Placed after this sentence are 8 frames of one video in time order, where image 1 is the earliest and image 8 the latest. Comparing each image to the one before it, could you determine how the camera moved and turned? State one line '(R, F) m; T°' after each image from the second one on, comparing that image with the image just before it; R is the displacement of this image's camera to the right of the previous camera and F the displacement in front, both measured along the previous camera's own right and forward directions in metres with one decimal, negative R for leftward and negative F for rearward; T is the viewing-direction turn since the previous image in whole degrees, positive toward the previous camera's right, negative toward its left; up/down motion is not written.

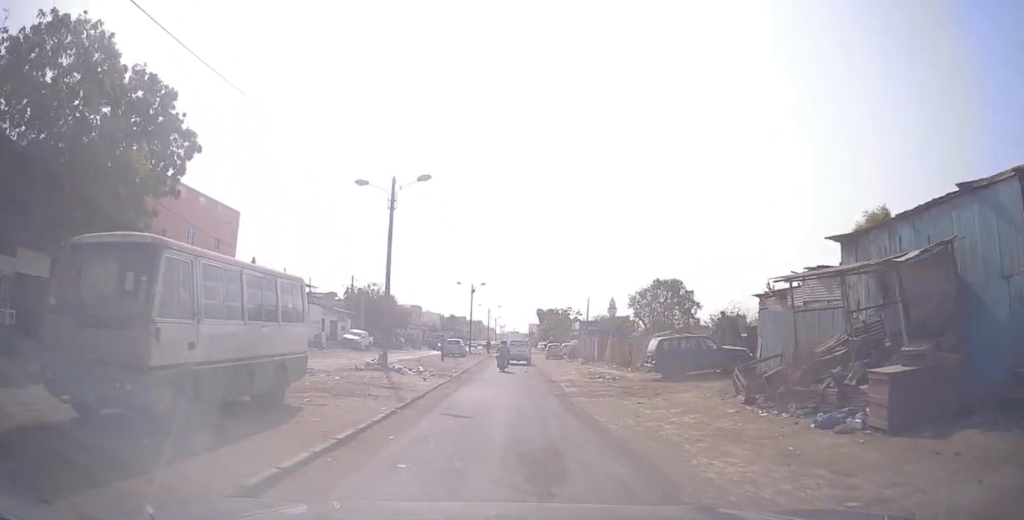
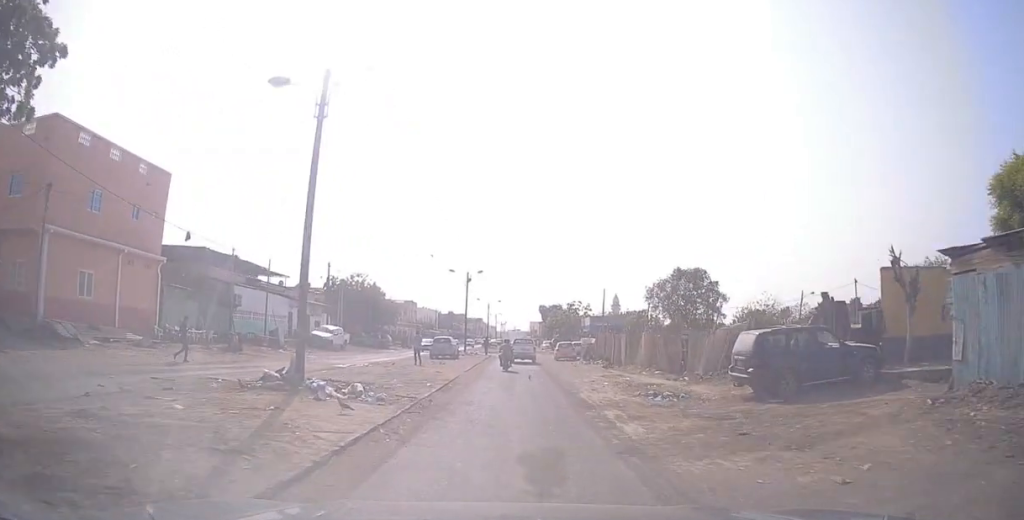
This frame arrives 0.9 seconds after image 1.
(+0.2, +9.9) m; +5°
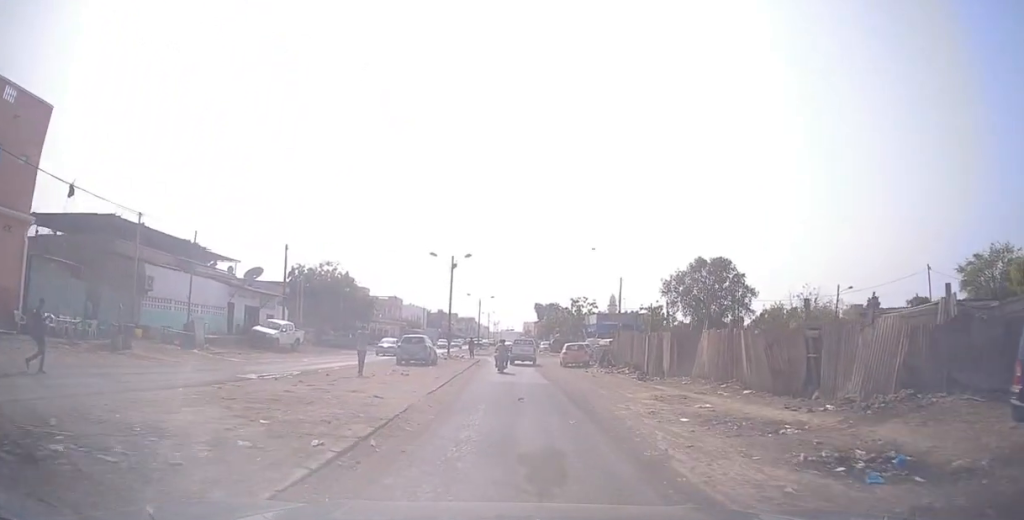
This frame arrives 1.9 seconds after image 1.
(+0.8, +10.5) m; 0°
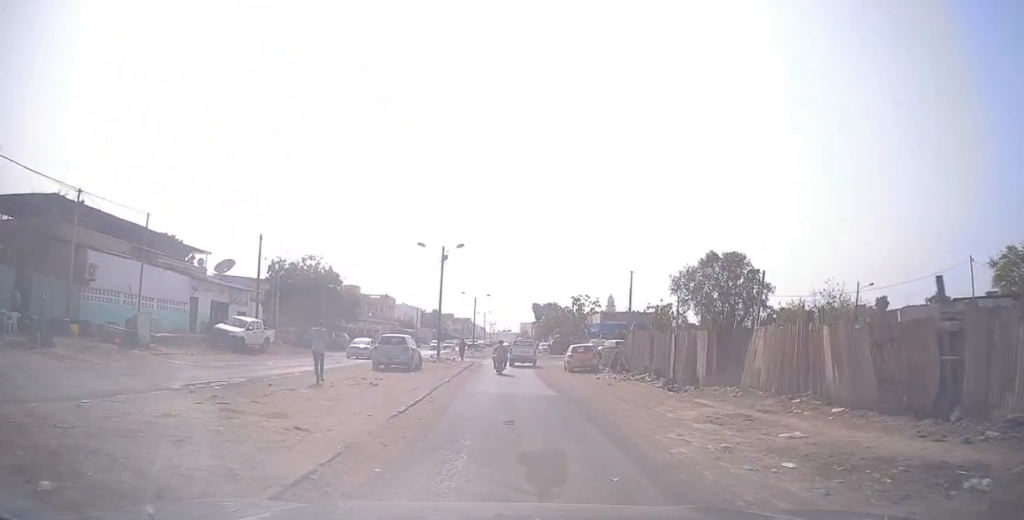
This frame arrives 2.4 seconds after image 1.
(-0.3, +4.9) m; -2°
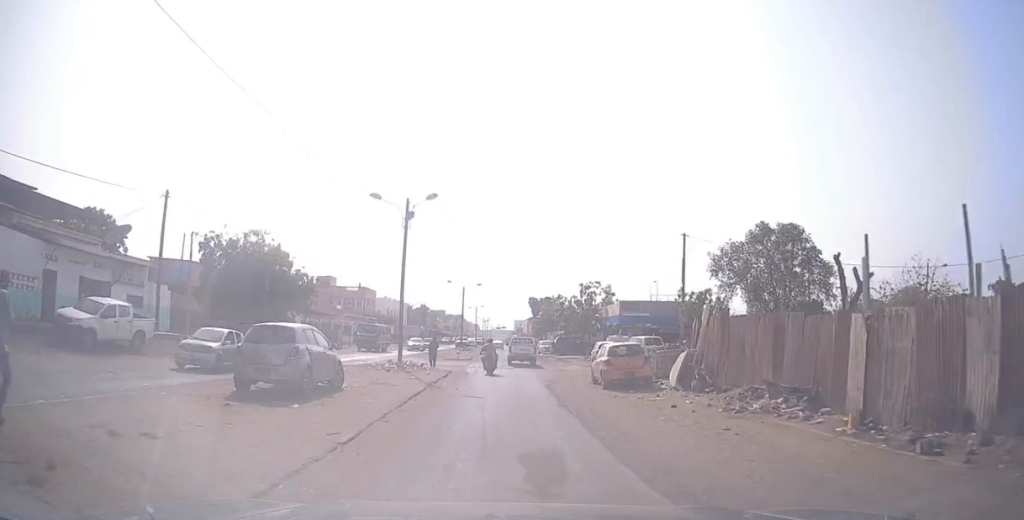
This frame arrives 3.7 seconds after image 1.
(-0.6, +13.1) m; 0°
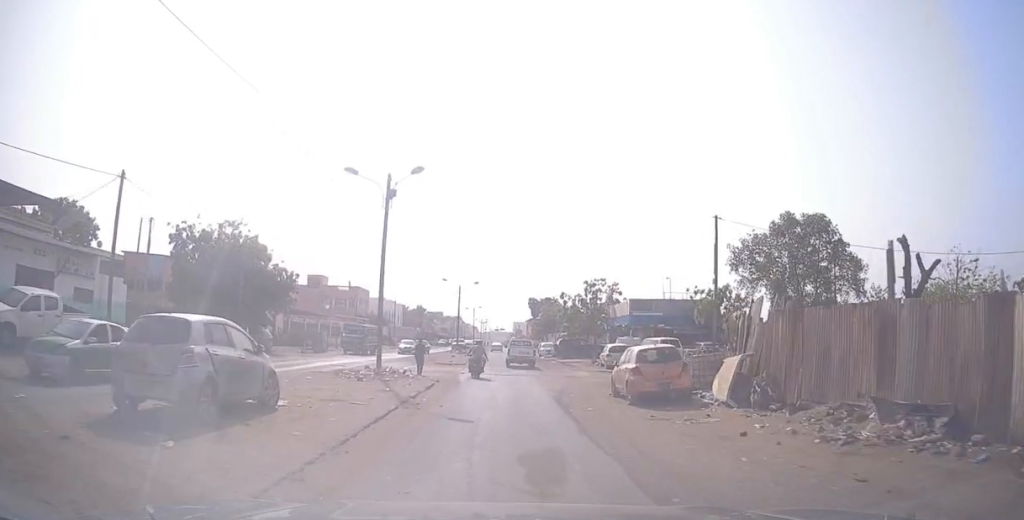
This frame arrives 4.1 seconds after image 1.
(-0.1, +4.4) m; +2°
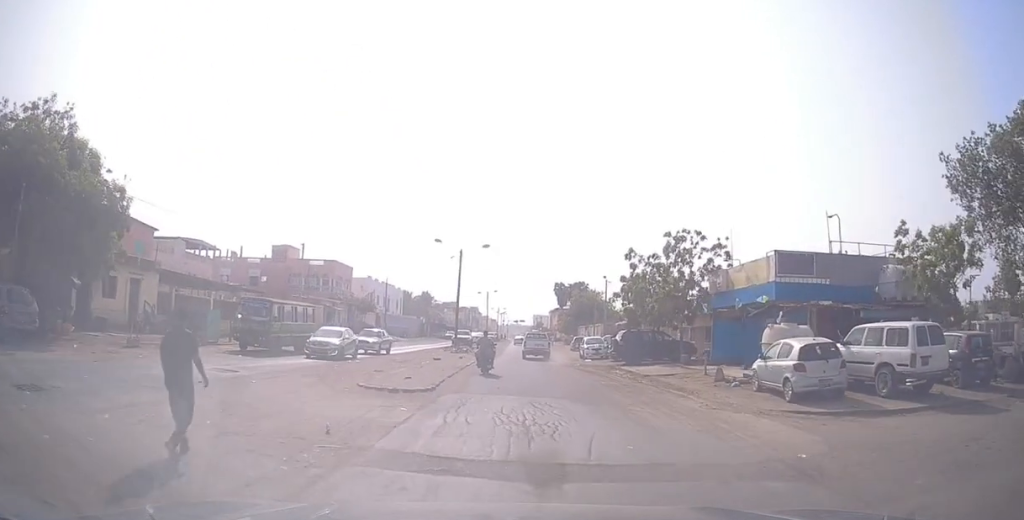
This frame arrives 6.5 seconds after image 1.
(+0.1, +21.5) m; -3°
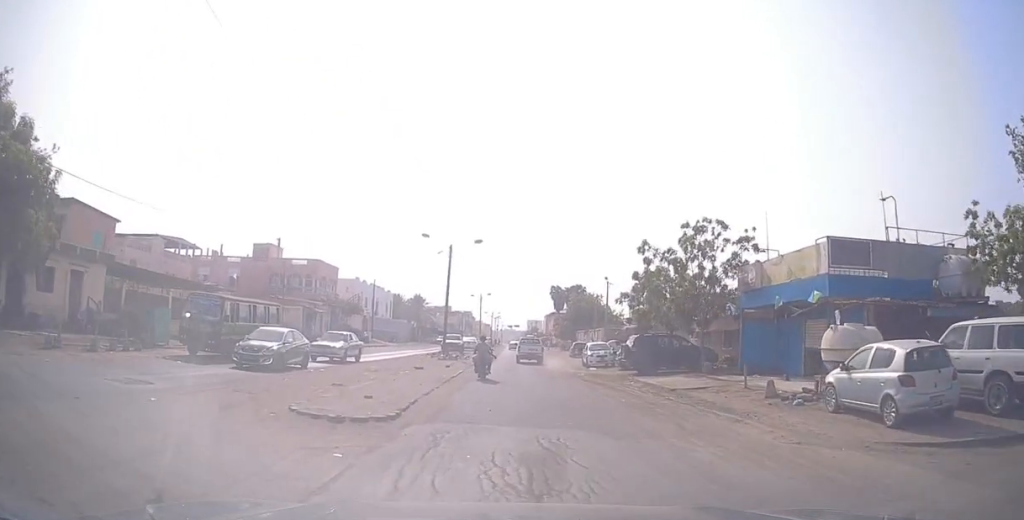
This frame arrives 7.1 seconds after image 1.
(0.0, +4.5) m; 0°
